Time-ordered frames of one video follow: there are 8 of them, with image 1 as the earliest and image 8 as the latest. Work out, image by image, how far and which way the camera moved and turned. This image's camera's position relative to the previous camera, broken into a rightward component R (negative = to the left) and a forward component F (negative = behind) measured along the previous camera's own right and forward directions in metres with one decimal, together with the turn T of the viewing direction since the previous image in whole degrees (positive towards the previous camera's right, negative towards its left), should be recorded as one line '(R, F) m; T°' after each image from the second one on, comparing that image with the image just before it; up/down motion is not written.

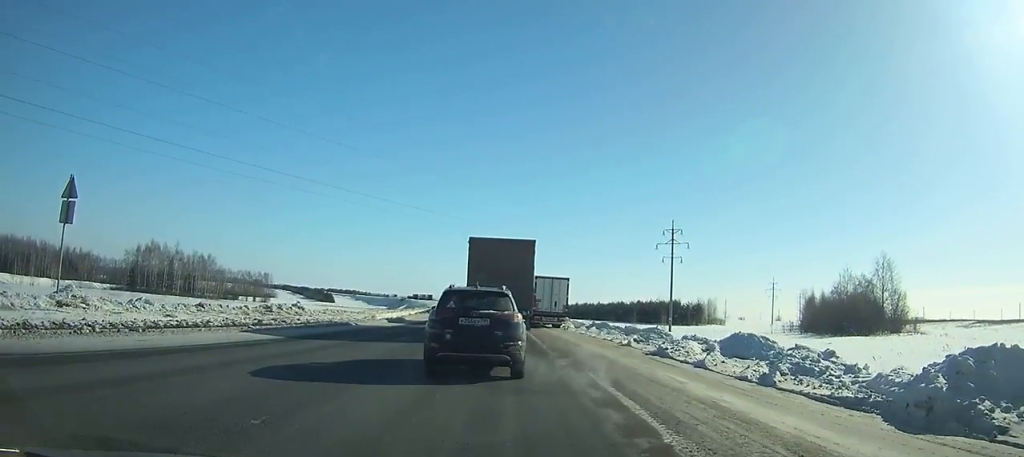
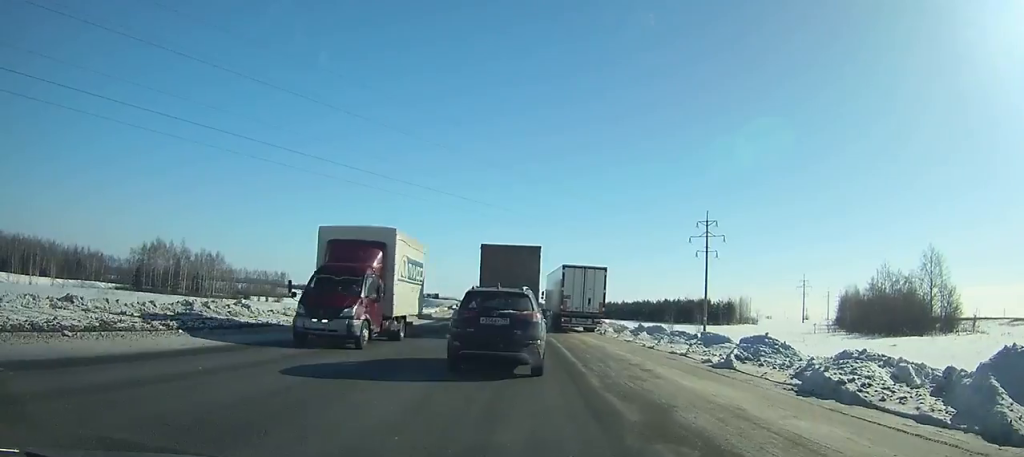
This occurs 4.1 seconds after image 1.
(-0.3, +9.7) m; -4°
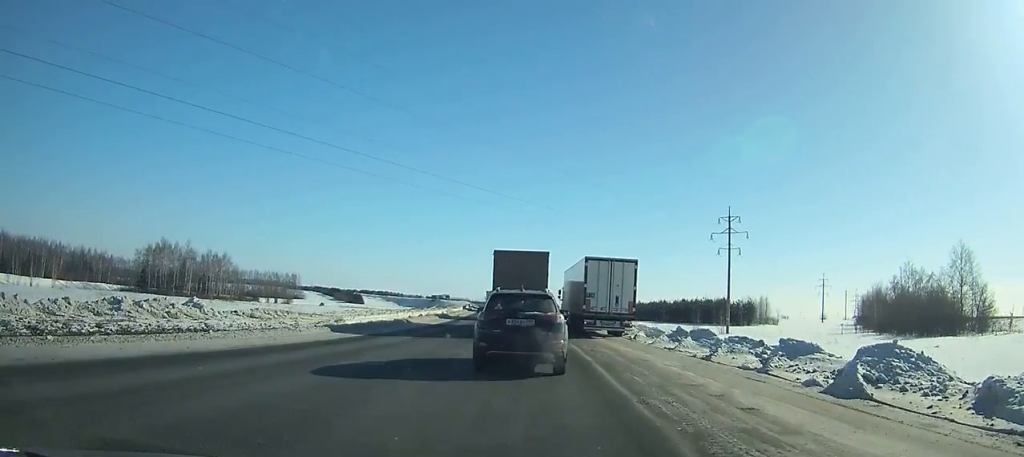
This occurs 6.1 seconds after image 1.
(-0.1, +5.9) m; -1°
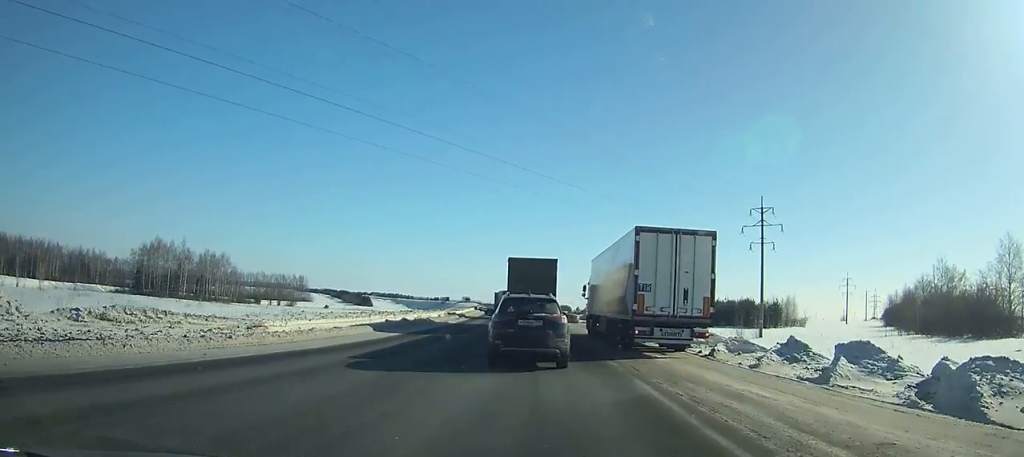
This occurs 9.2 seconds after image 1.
(-0.1, +10.7) m; +1°
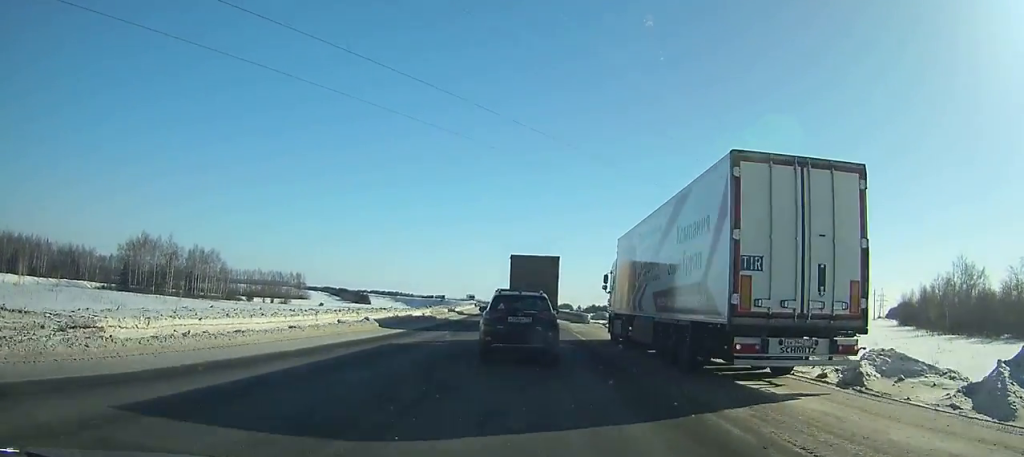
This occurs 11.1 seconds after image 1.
(0.0, +7.6) m; +1°
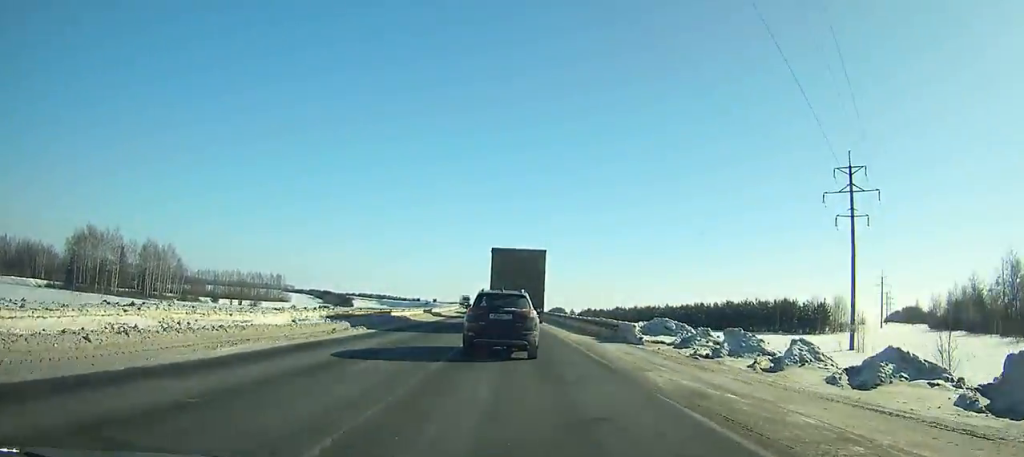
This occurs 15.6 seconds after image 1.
(+0.4, +21.2) m; 0°
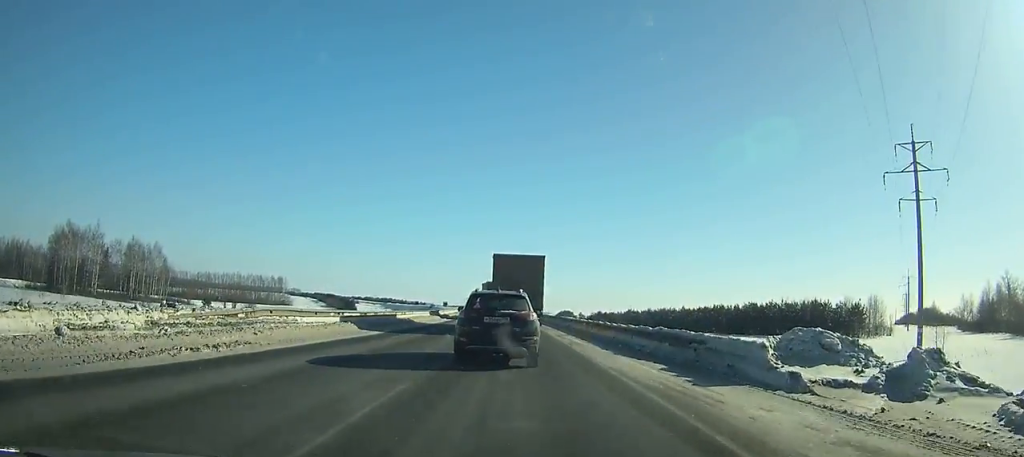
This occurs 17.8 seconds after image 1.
(-0.2, +11.8) m; -2°
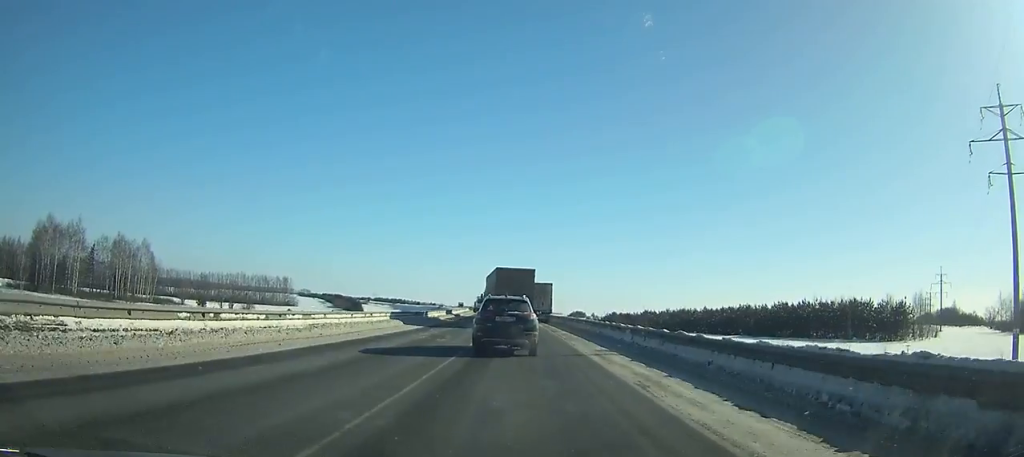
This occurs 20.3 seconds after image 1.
(-0.3, +14.9) m; -2°
